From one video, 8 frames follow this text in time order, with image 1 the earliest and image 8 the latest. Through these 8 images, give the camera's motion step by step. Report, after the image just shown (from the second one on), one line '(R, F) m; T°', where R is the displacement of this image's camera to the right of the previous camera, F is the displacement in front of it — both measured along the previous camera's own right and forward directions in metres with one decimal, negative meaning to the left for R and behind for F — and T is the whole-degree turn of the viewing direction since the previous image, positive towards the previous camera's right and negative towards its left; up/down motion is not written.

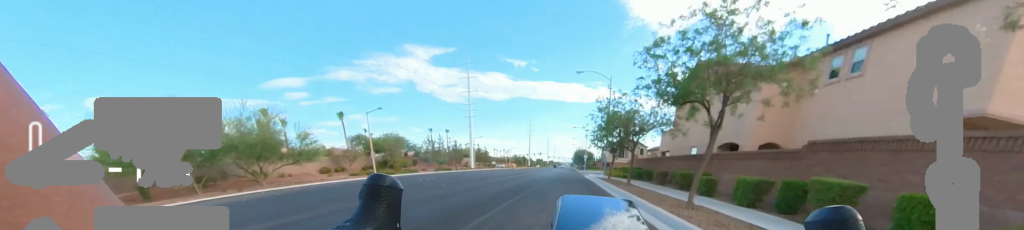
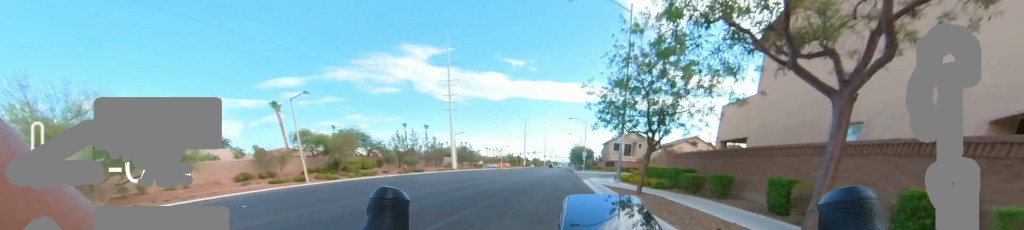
(0.0, +12.5) m; 0°
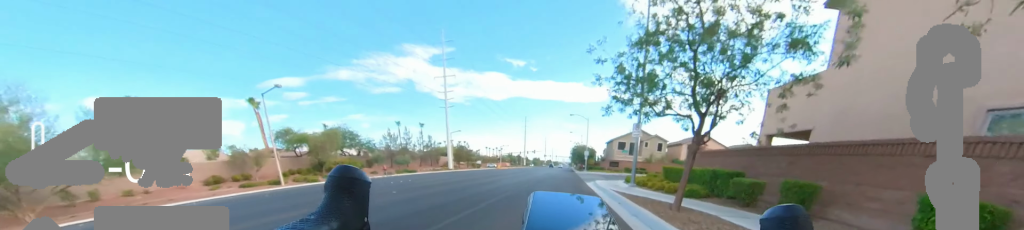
(0.0, +3.6) m; 0°
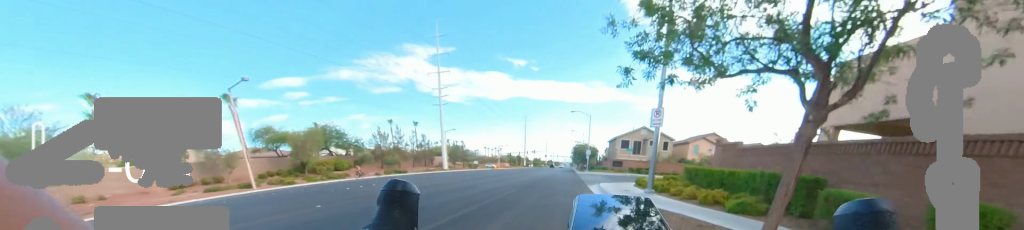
(0.0, +3.4) m; 0°
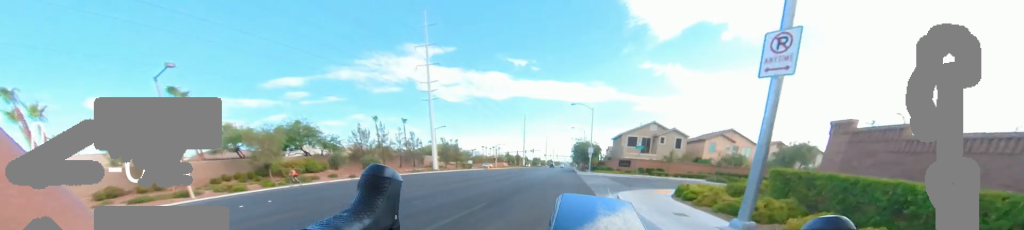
(0.0, +5.7) m; 0°
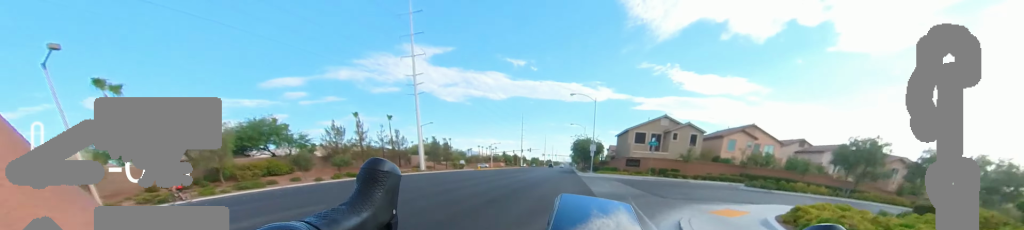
(0.0, +5.6) m; 0°
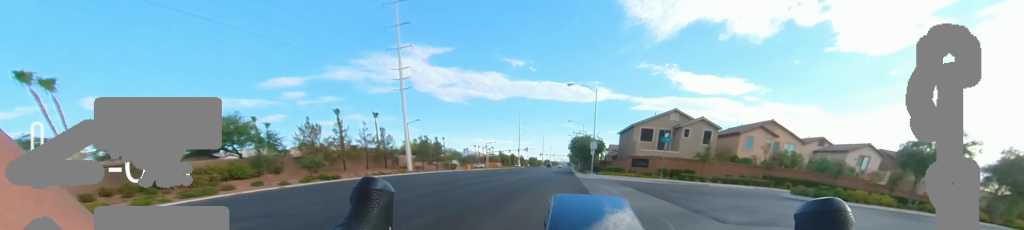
(0.0, +4.3) m; 0°
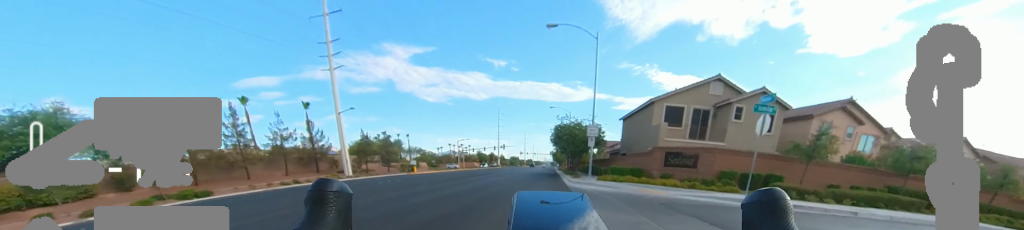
(0.0, +12.9) m; 0°
